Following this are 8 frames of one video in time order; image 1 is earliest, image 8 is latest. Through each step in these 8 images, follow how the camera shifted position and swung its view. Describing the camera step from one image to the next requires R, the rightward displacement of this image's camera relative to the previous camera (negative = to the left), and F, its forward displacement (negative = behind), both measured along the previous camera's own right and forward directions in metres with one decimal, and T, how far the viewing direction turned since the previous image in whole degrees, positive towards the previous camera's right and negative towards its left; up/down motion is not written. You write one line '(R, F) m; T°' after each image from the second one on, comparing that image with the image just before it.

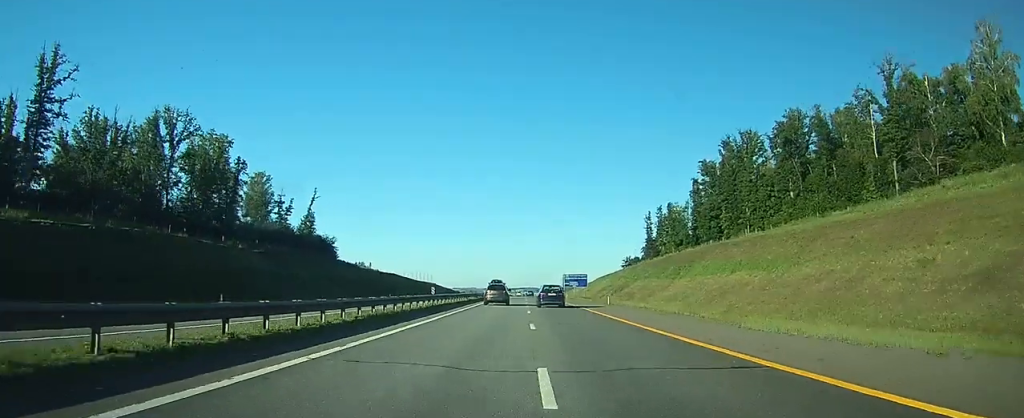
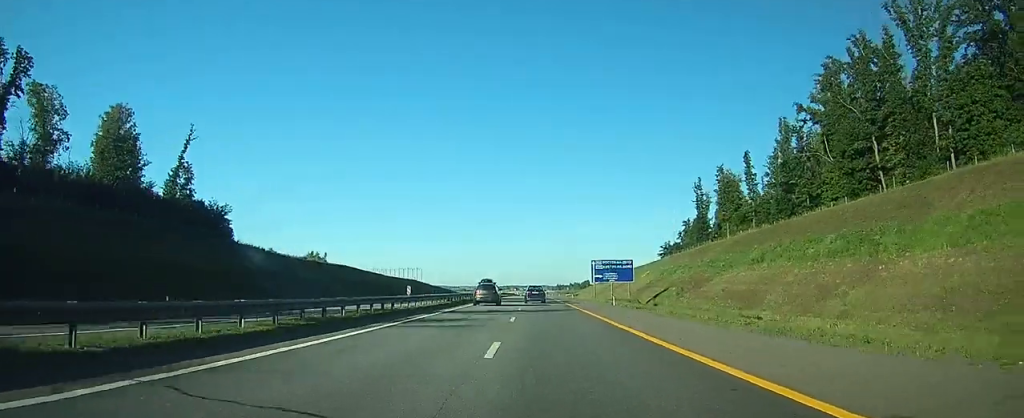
(-0.1, +55.0) m; 0°
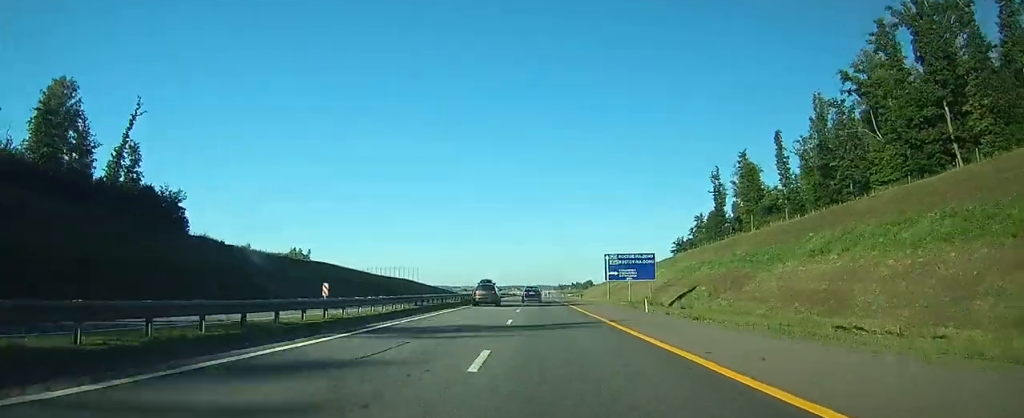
(-0.1, +13.6) m; 0°
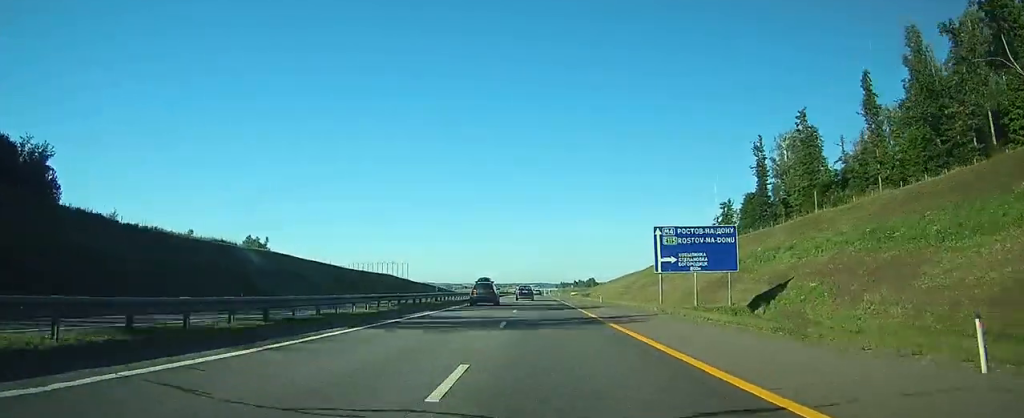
(-0.1, +26.2) m; 0°
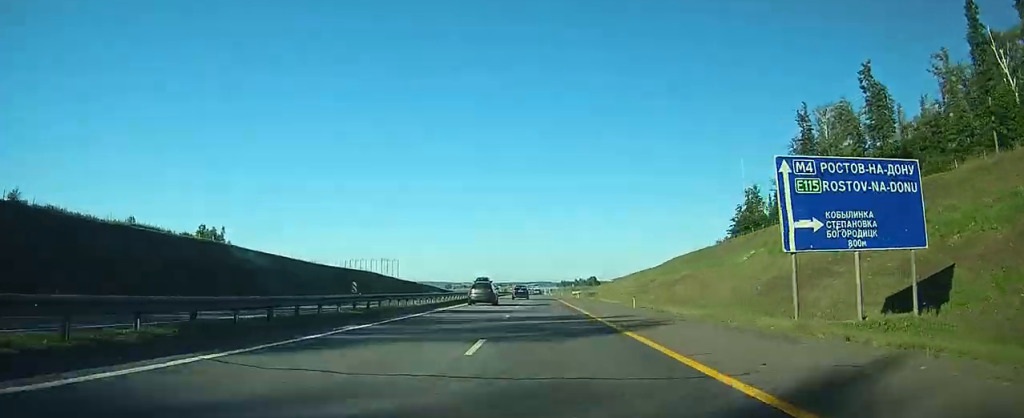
(0.0, +19.4) m; 0°
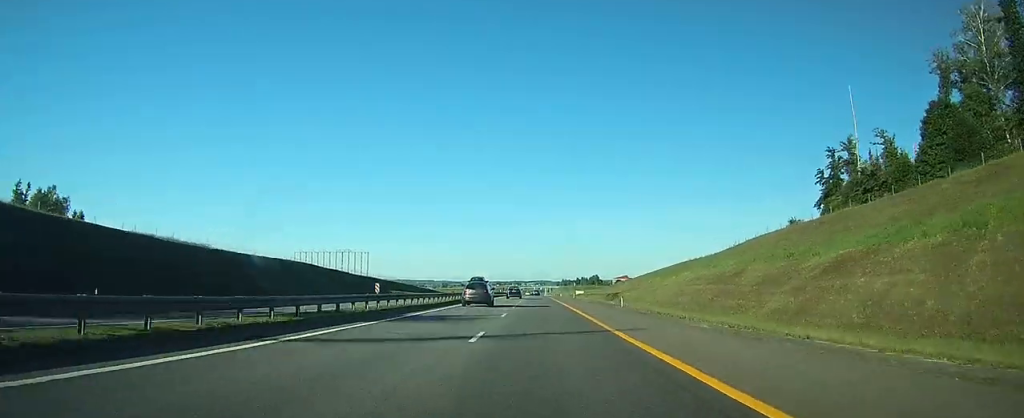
(0.0, +45.0) m; 0°
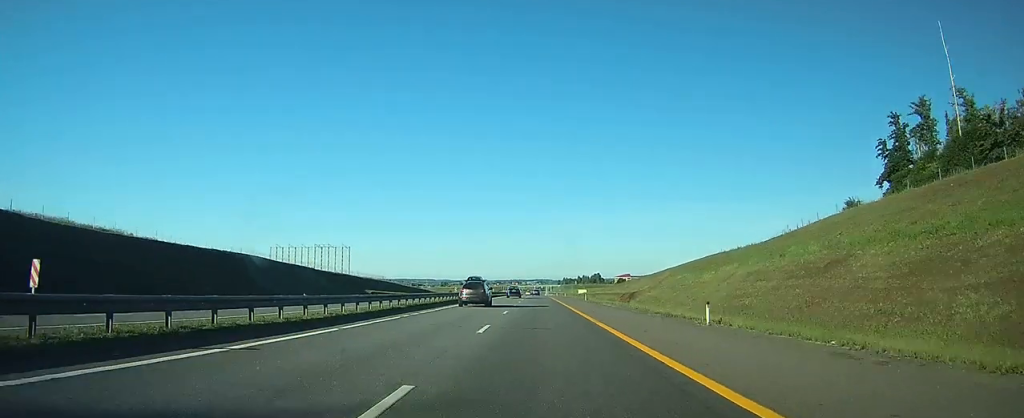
(0.0, +20.9) m; 0°
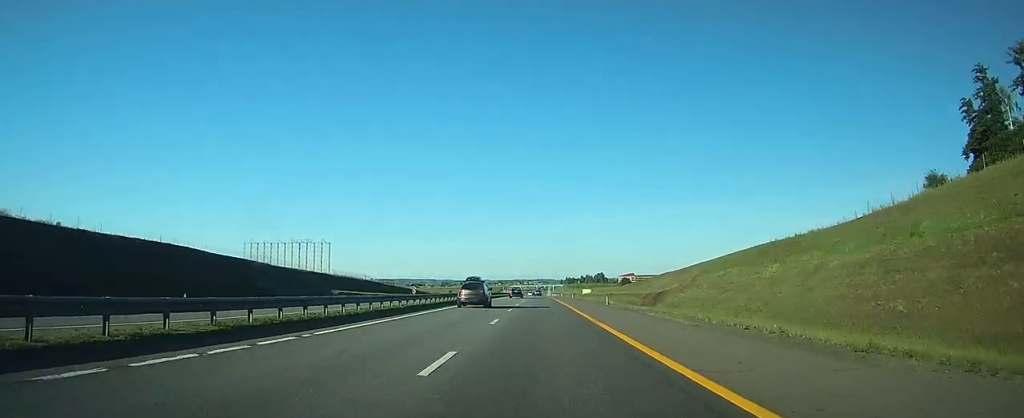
(0.0, +19.8) m; 0°
